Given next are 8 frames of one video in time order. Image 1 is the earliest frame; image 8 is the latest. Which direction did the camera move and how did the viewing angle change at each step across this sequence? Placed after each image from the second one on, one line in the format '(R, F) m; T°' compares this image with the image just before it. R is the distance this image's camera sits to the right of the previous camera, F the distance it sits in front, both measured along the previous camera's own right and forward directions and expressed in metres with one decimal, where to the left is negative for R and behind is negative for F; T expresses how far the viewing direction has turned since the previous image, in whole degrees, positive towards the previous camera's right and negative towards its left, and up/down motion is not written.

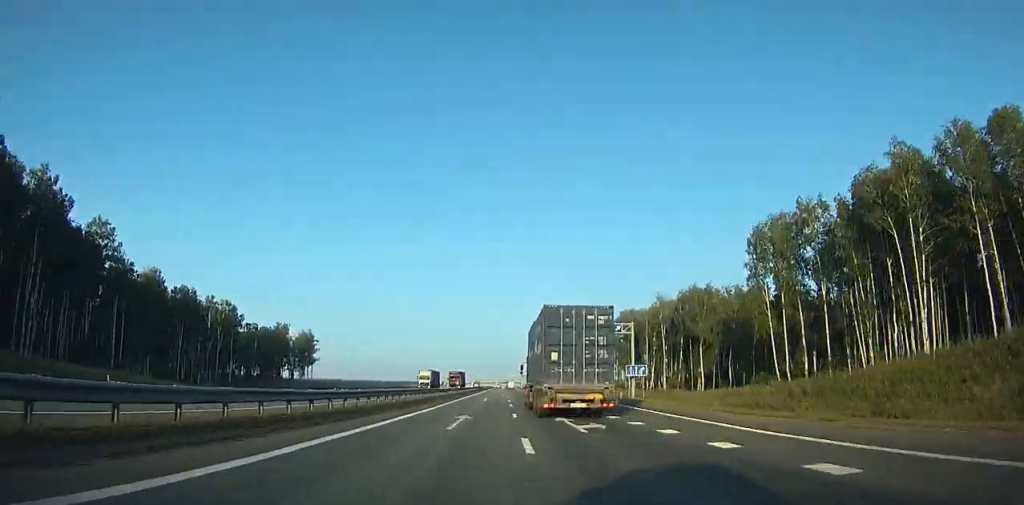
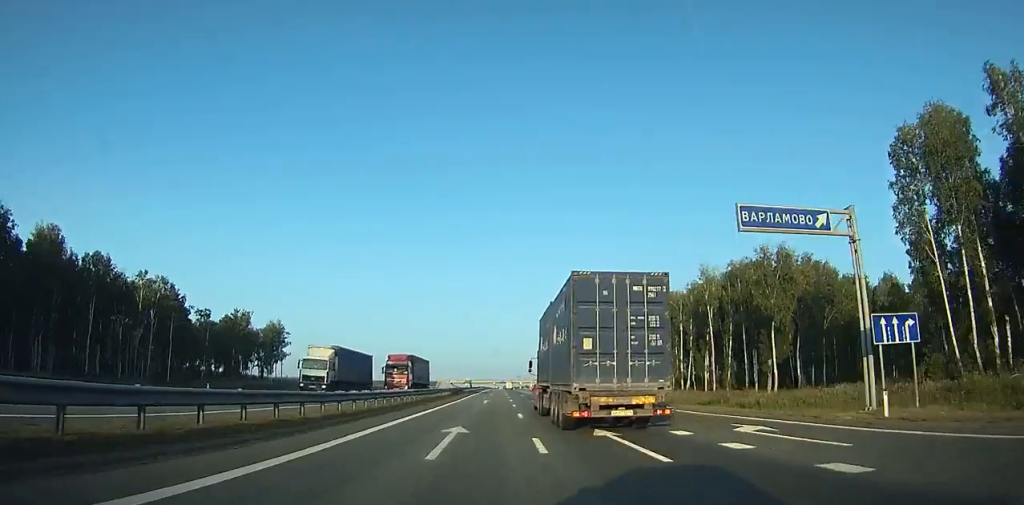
(-0.2, +35.4) m; 0°
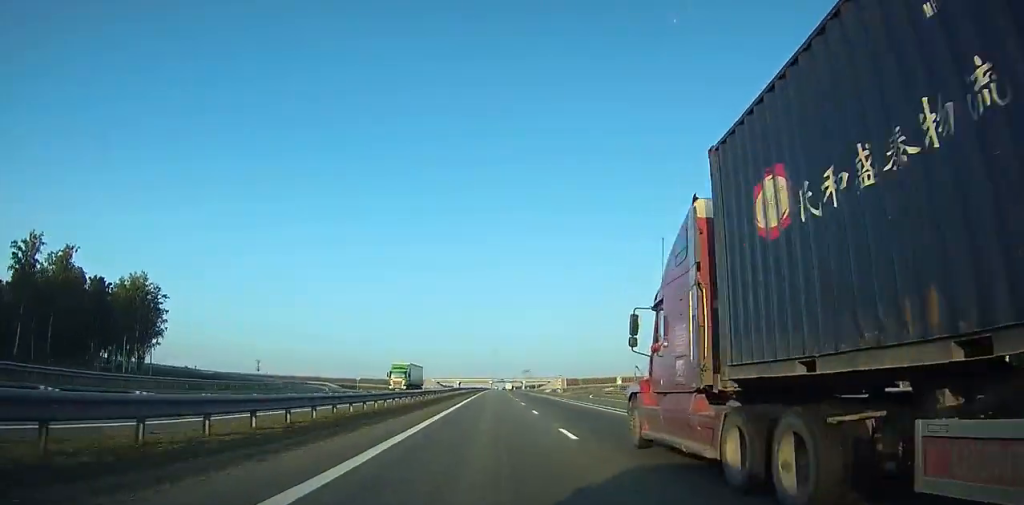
(+0.4, +91.5) m; 0°
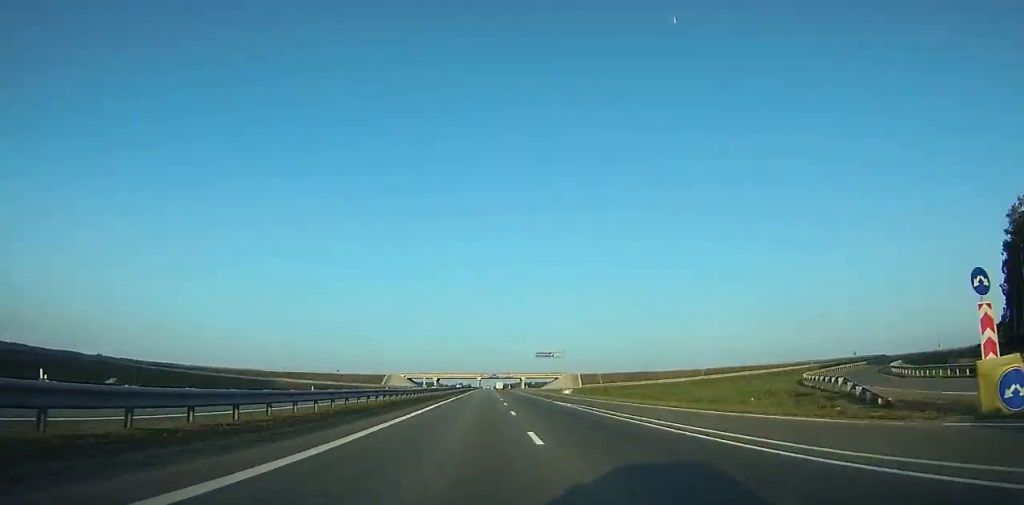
(+0.4, +96.5) m; +1°
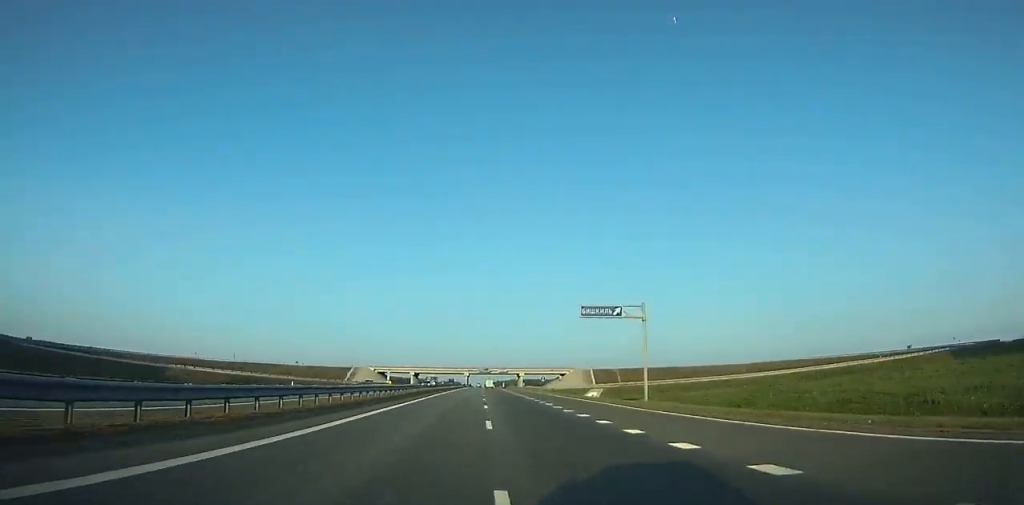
(+0.6, +56.7) m; +1°
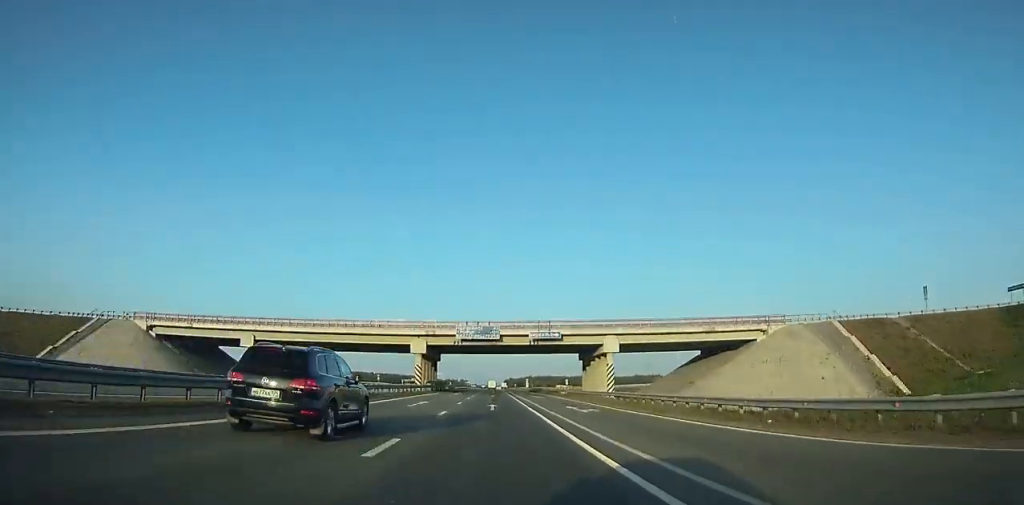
(+0.6, +176.9) m; 0°
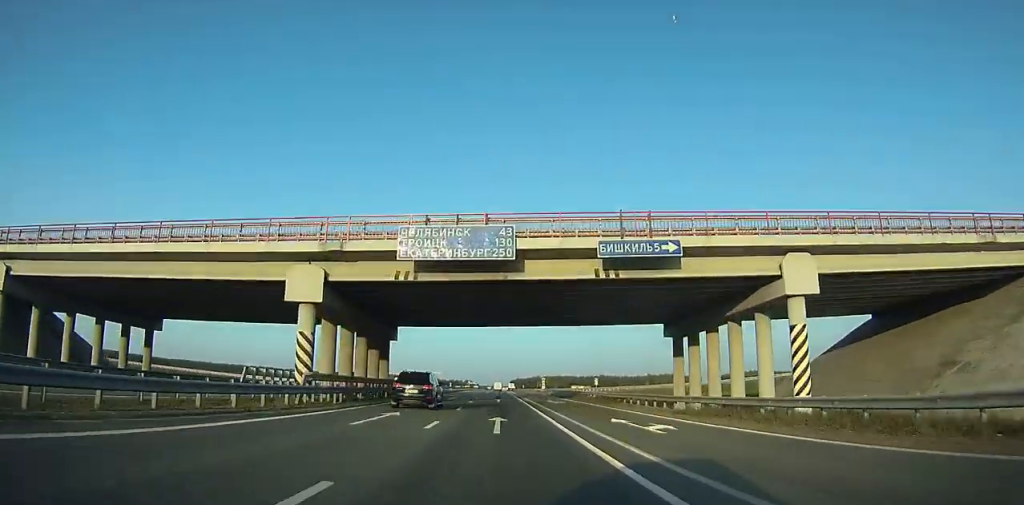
(0.0, +46.8) m; 0°
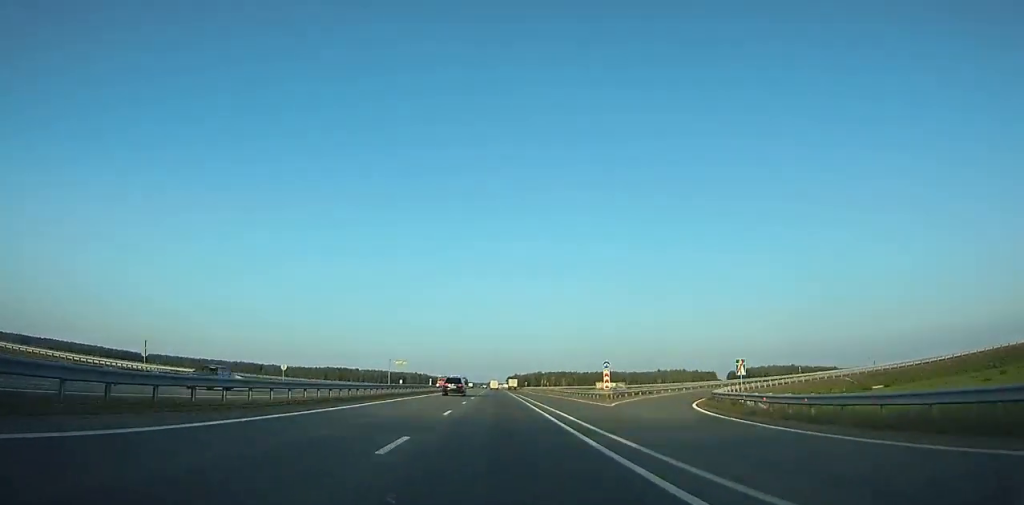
(-0.5, +83.7) m; +3°
